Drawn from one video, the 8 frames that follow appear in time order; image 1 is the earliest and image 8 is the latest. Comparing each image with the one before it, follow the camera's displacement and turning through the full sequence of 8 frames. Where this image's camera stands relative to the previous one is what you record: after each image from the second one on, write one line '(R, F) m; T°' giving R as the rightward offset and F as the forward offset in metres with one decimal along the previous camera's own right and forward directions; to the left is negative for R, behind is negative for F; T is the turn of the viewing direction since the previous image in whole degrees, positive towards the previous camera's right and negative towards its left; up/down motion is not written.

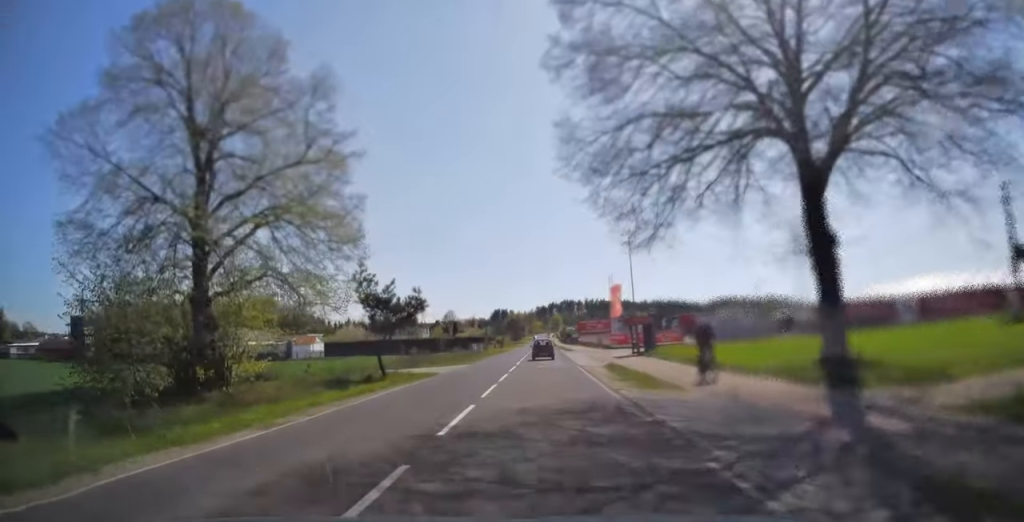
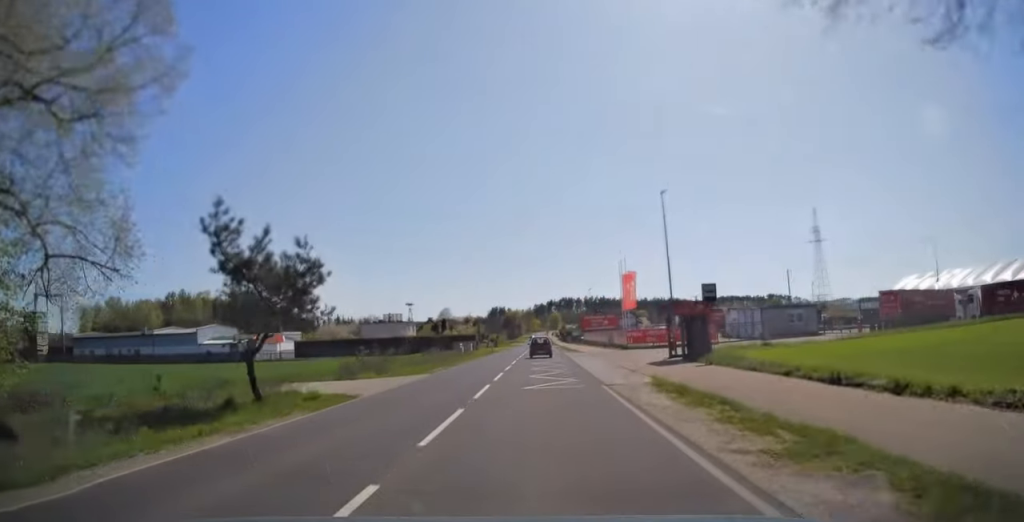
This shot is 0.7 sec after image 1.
(+0.1, +13.1) m; 0°
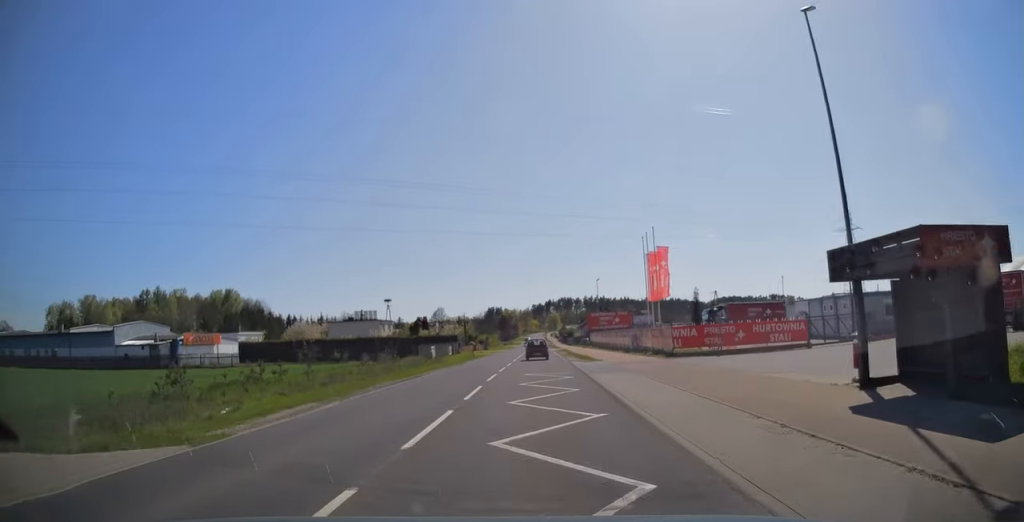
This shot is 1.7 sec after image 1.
(-0.1, +18.4) m; 0°
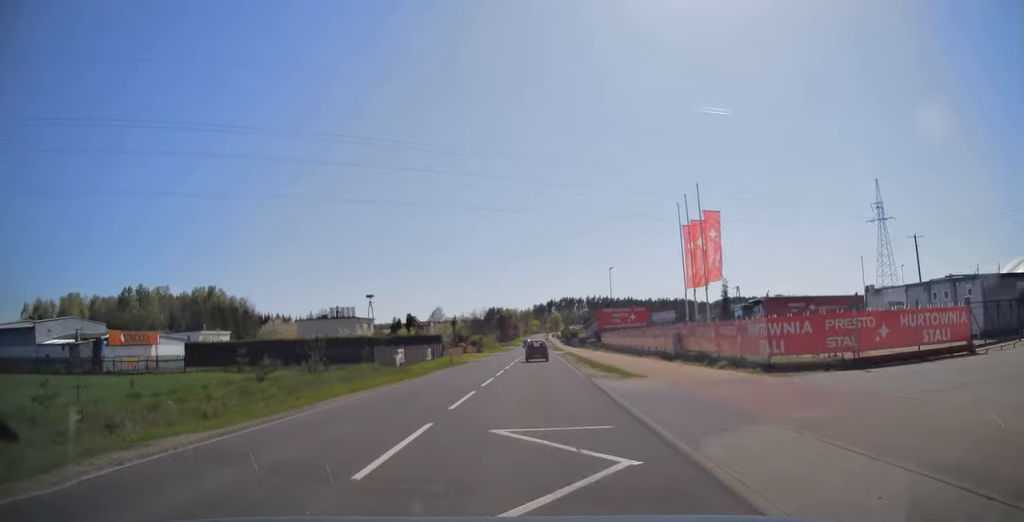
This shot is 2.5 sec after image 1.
(+0.1, +13.7) m; 0°
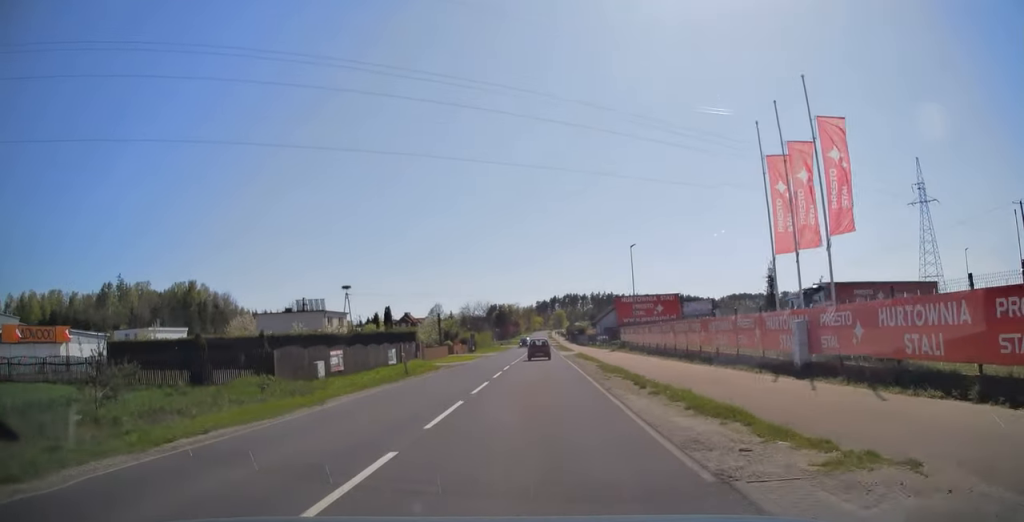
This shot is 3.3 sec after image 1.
(0.0, +14.9) m; 0°
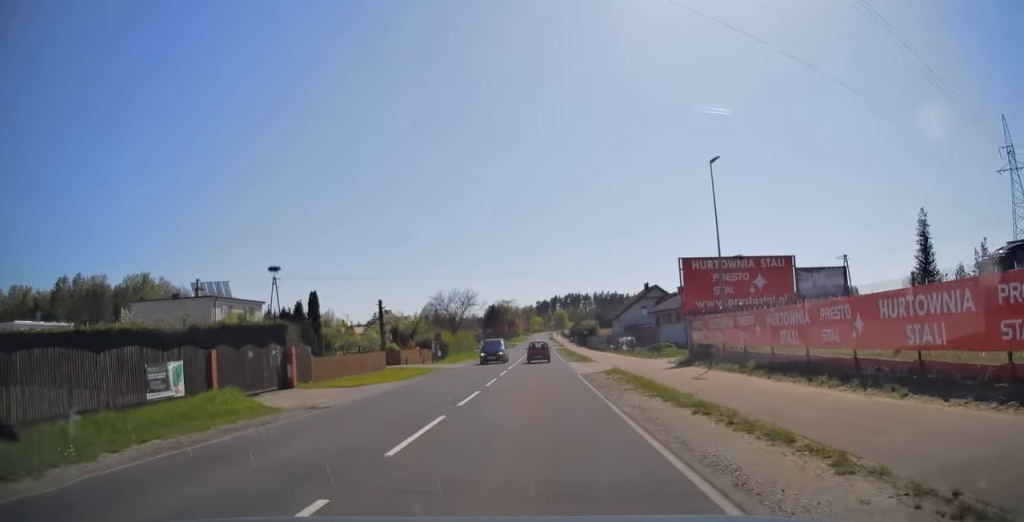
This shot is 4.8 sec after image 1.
(-0.1, +26.5) m; -1°
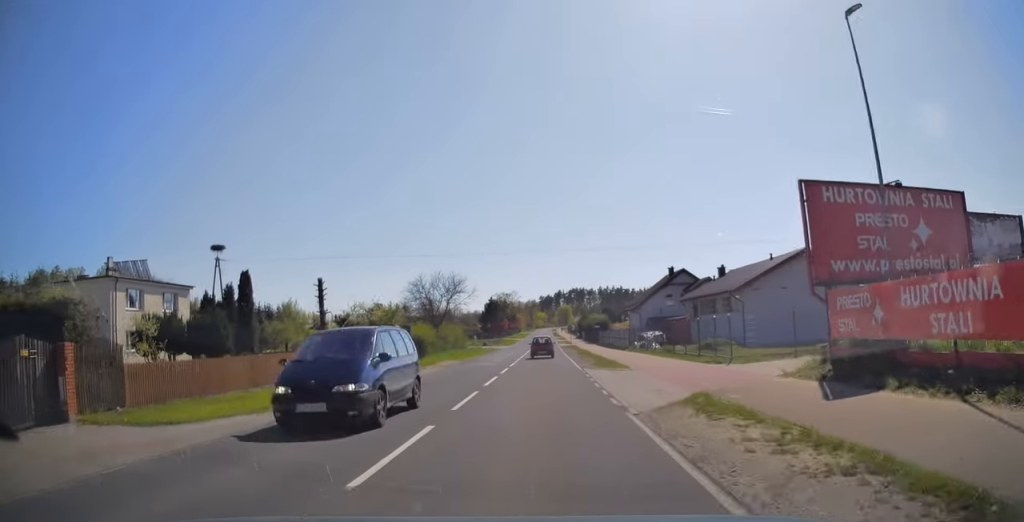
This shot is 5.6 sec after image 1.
(-0.1, +13.9) m; 0°
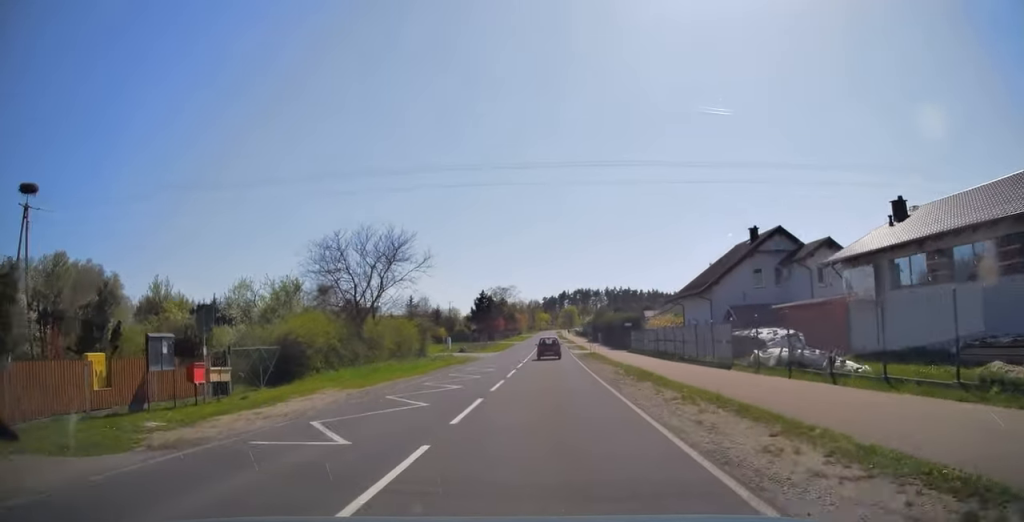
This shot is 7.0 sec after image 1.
(0.0, +26.0) m; 0°
